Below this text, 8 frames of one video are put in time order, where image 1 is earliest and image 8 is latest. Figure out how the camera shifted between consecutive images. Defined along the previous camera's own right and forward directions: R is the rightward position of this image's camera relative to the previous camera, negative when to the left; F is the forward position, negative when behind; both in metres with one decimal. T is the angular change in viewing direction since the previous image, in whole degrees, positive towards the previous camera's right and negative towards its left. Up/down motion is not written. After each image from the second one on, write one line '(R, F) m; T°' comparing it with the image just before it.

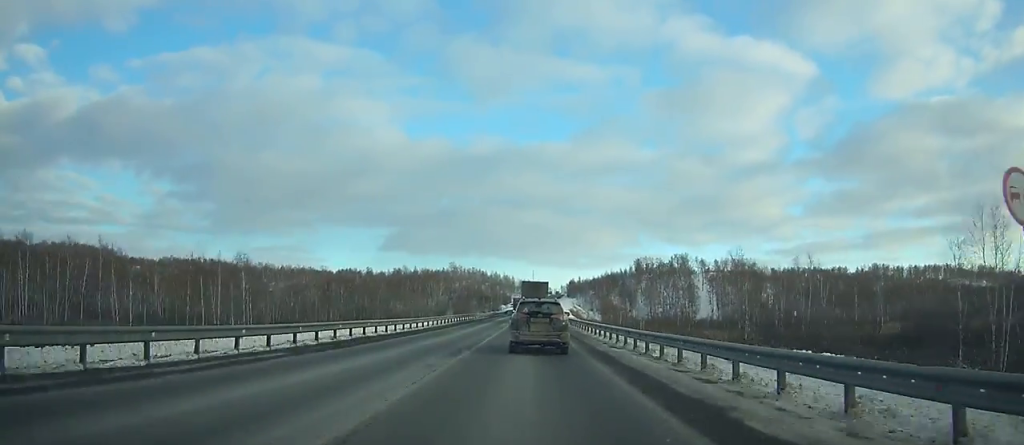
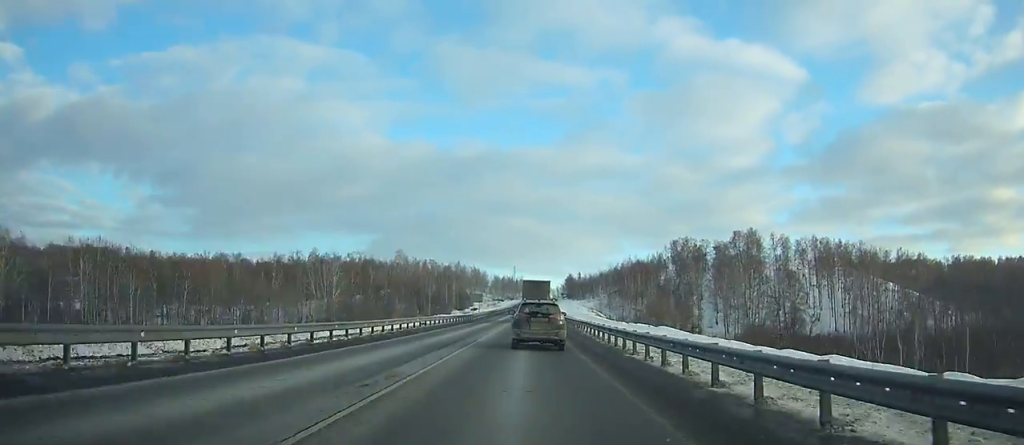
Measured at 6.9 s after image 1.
(+1.2, +155.3) m; +1°
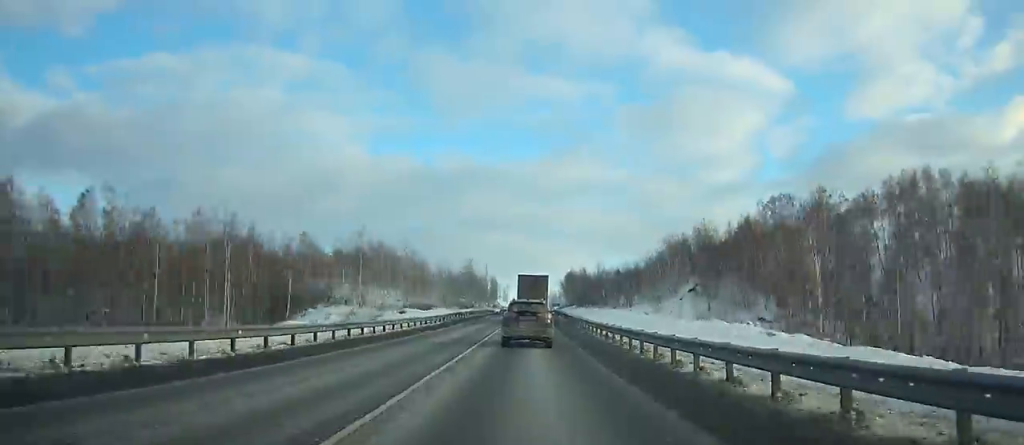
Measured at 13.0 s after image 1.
(+2.4, +134.8) m; +2°
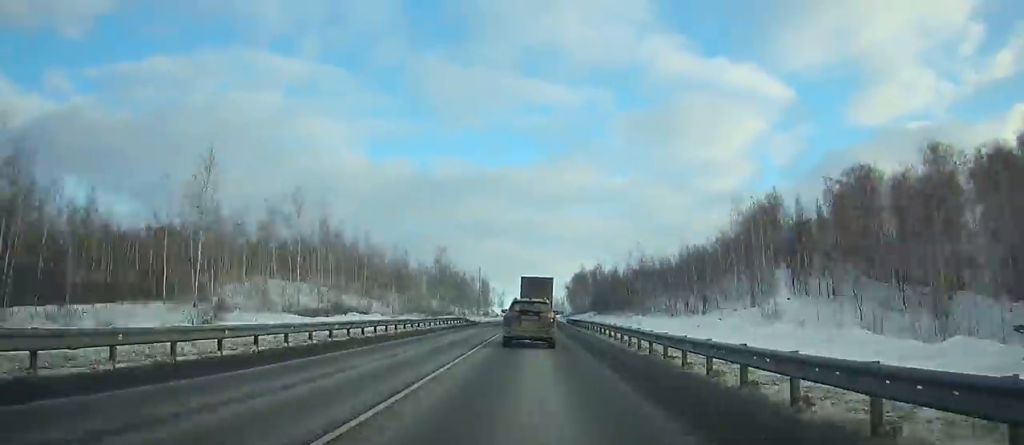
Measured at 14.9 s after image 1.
(+0.4, +39.9) m; +1°
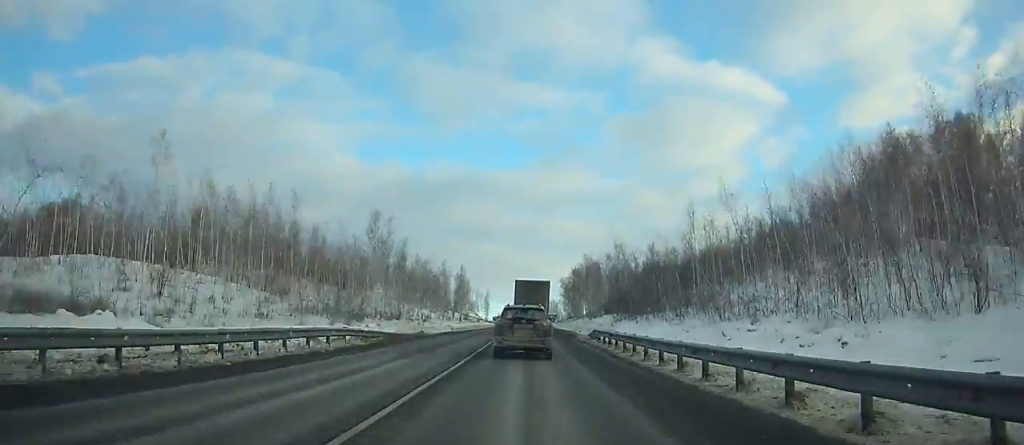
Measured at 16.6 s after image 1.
(+0.2, +34.7) m; +1°
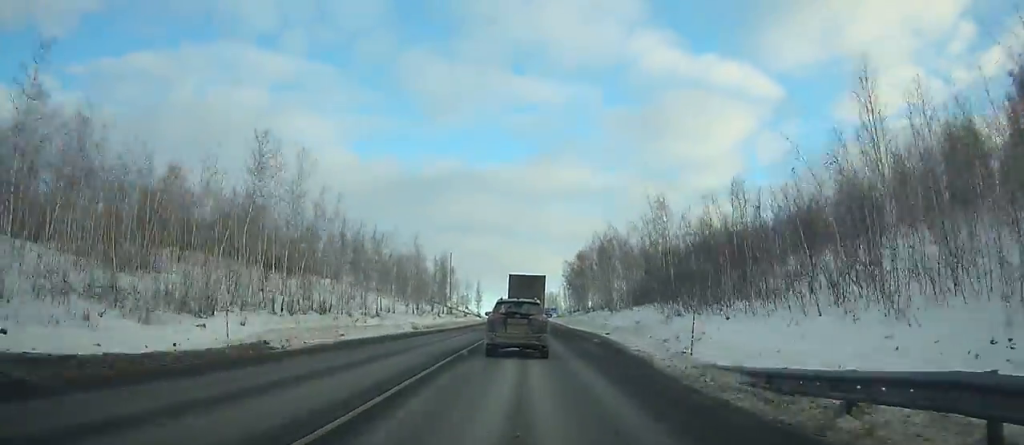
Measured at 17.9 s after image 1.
(+0.2, +25.8) m; 0°
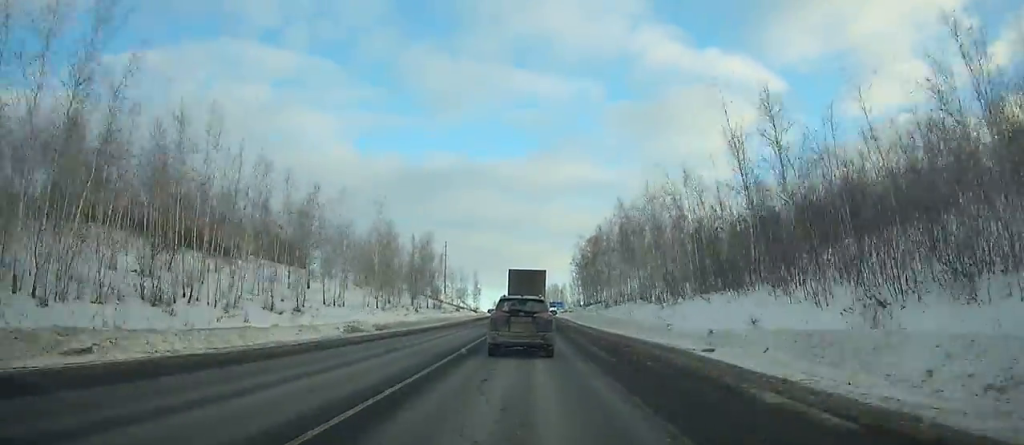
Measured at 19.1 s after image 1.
(+0.1, +23.4) m; 0°
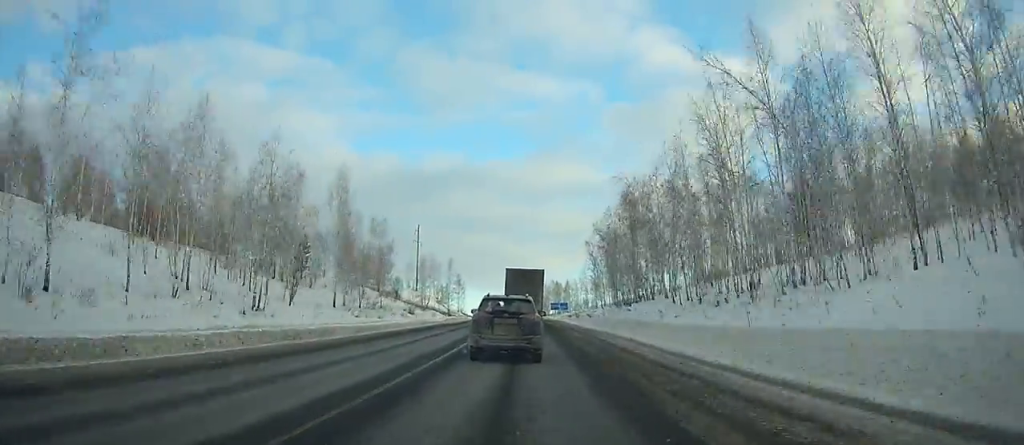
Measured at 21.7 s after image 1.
(0.0, +48.5) m; 0°
